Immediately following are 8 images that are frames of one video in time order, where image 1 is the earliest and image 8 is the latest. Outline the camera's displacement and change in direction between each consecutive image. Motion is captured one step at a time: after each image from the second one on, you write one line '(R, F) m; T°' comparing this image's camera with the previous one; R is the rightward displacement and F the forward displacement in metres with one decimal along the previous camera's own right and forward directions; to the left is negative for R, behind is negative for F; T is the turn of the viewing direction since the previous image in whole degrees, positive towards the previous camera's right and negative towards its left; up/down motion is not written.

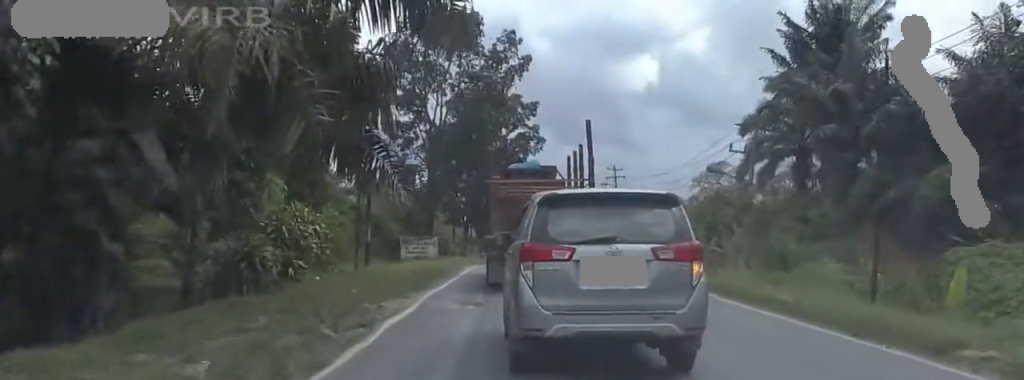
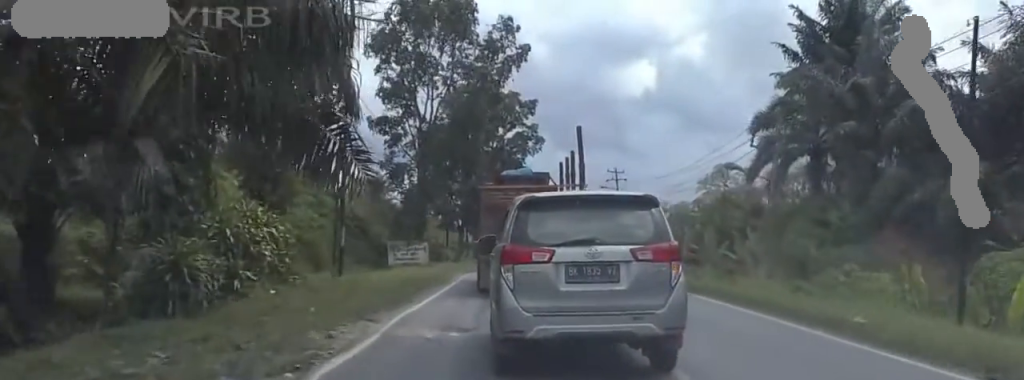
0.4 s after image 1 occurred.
(0.0, +4.8) m; -1°
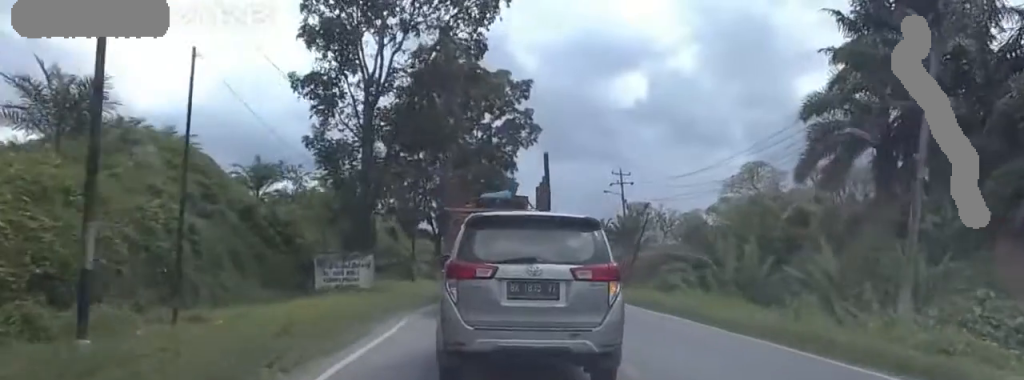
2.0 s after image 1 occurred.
(-0.1, +17.8) m; 0°
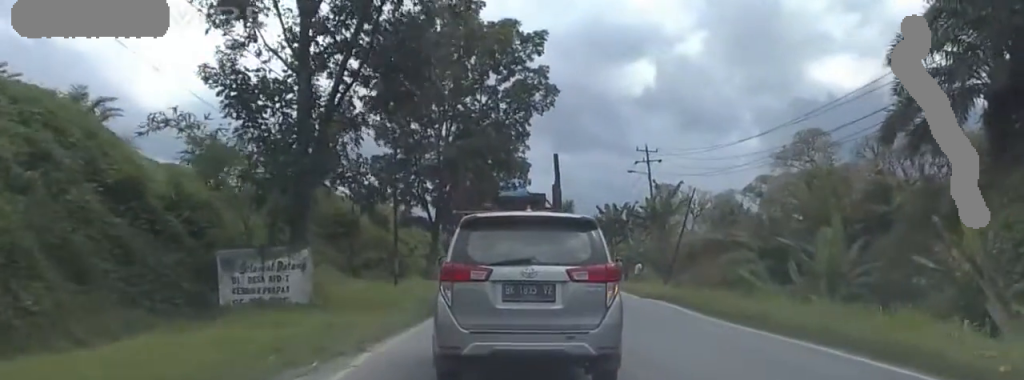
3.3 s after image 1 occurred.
(-0.3, +13.9) m; +7°
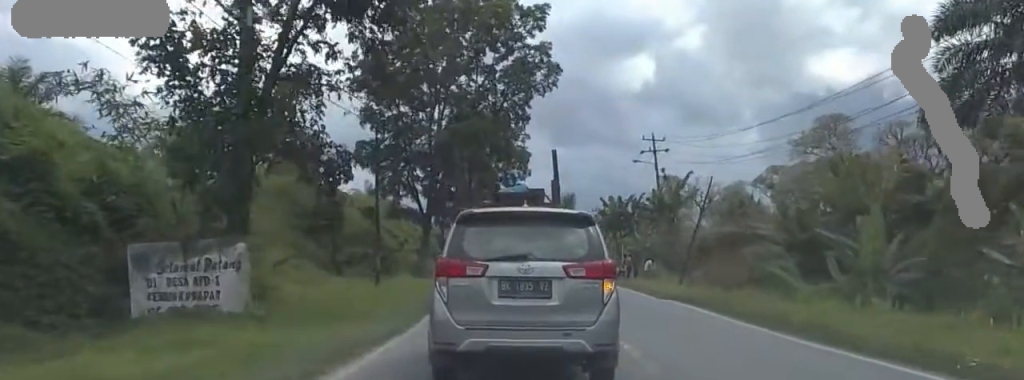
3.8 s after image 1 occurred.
(+0.8, +5.3) m; +1°
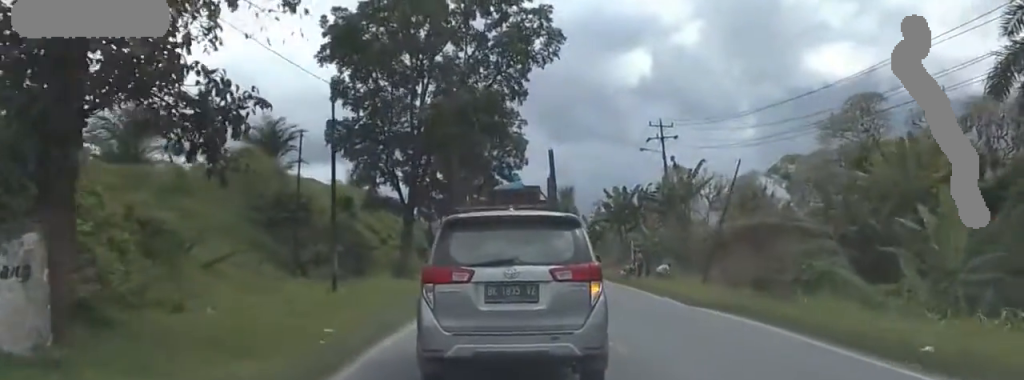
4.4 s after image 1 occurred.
(+0.8, +7.5) m; 0°
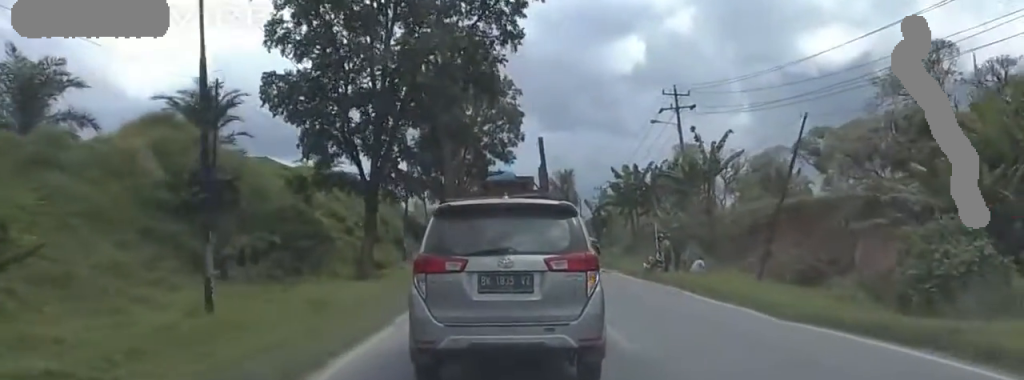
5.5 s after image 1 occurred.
(-1.3, +11.4) m; -8°
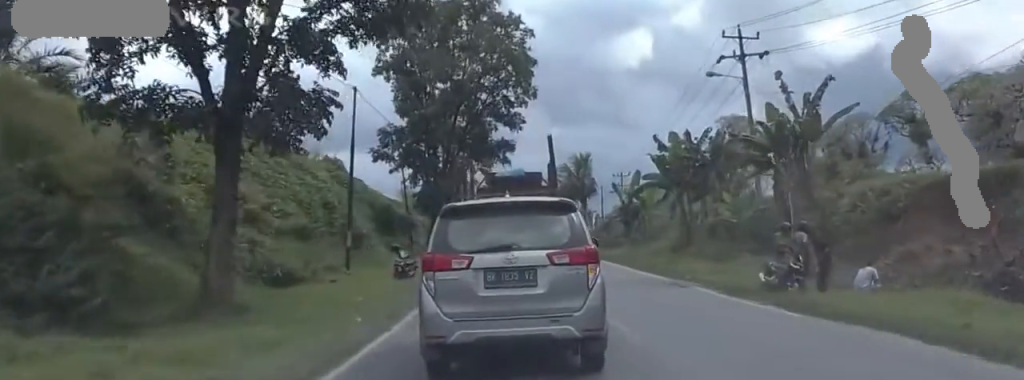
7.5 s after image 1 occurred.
(-0.2, +22.2) m; 0°
